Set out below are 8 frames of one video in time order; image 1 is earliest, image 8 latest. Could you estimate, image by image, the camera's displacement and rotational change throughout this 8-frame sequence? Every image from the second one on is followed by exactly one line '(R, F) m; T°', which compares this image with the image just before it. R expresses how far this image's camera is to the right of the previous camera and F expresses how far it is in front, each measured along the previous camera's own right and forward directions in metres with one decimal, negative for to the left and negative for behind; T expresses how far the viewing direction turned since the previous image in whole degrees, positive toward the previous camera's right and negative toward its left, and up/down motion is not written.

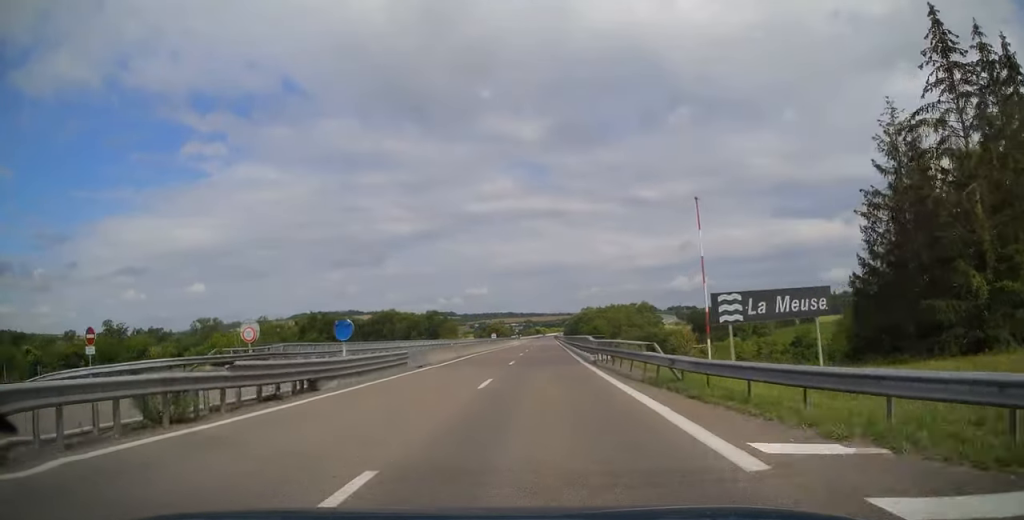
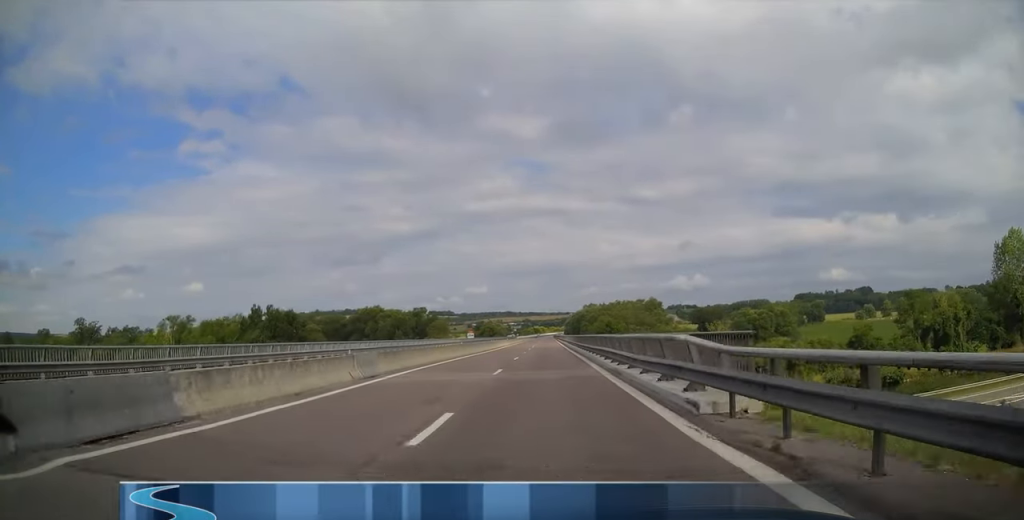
(0.0, +21.6) m; 0°
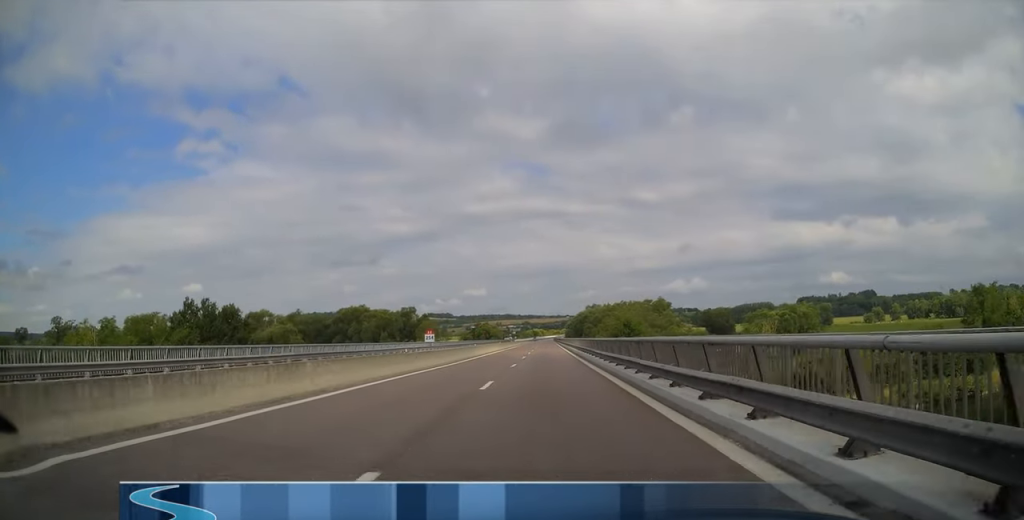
(0.0, +17.7) m; 0°
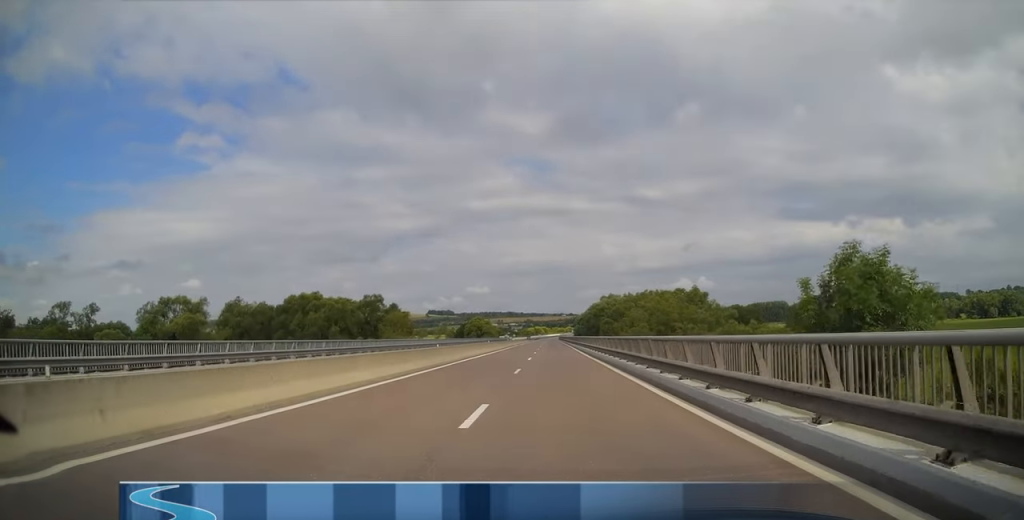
(0.0, +45.8) m; 0°
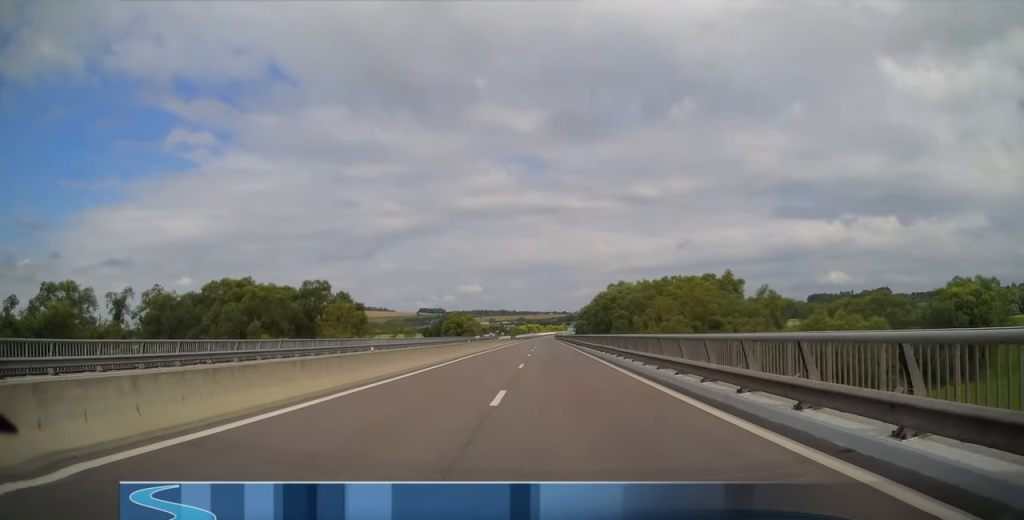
(0.0, +36.4) m; 0°
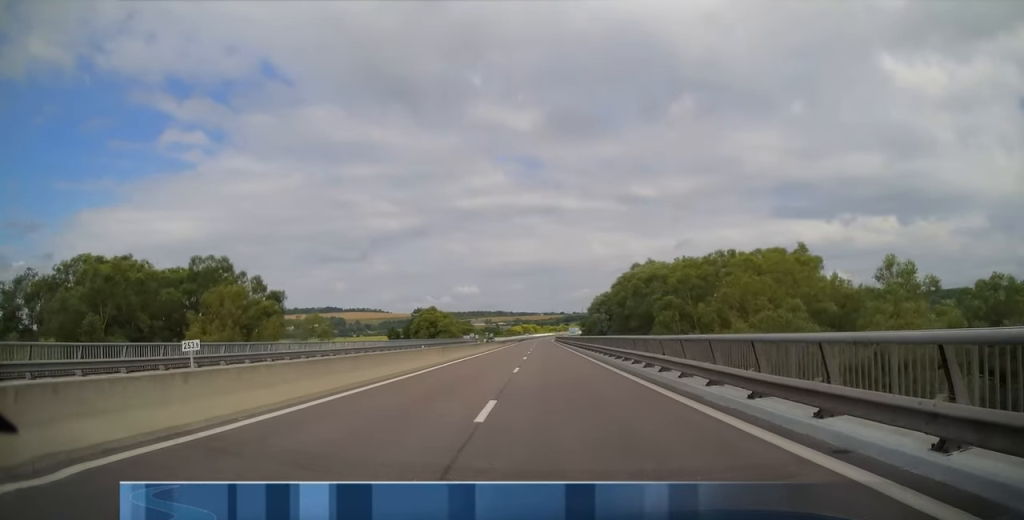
(+0.3, +40.8) m; 0°
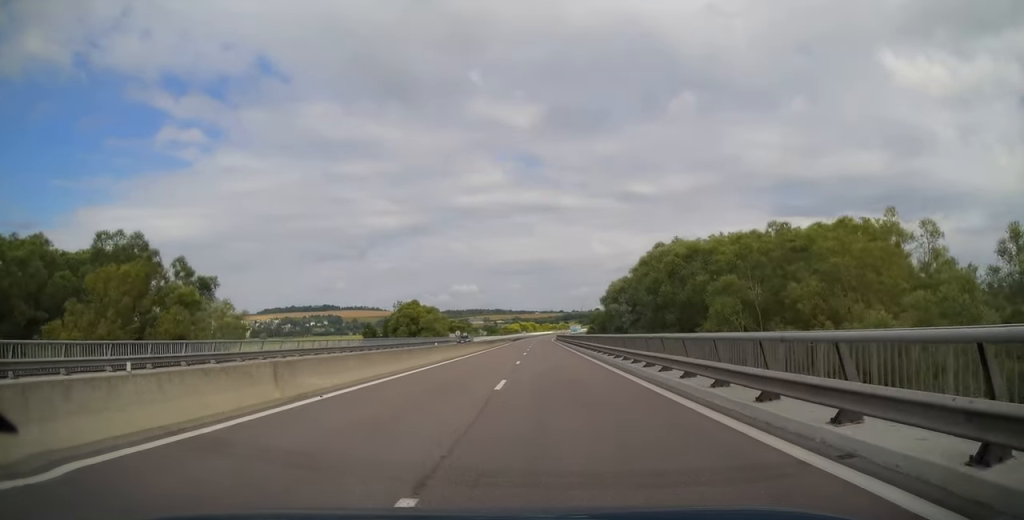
(-0.3, +20.6) m; 0°
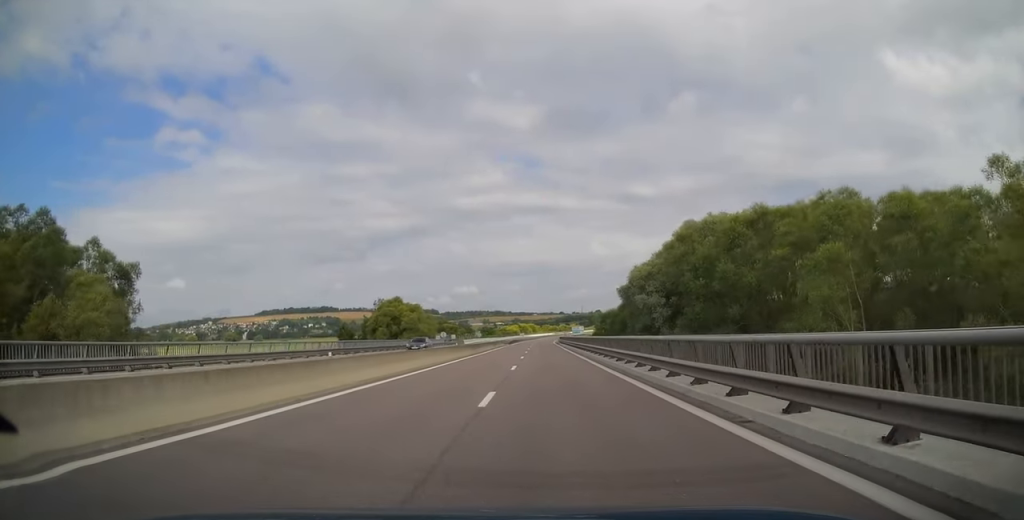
(0.0, +16.2) m; 0°
